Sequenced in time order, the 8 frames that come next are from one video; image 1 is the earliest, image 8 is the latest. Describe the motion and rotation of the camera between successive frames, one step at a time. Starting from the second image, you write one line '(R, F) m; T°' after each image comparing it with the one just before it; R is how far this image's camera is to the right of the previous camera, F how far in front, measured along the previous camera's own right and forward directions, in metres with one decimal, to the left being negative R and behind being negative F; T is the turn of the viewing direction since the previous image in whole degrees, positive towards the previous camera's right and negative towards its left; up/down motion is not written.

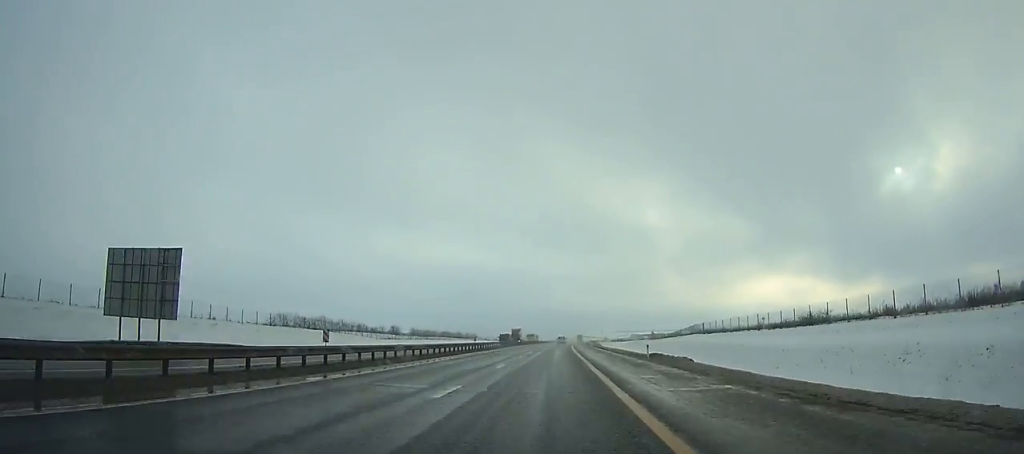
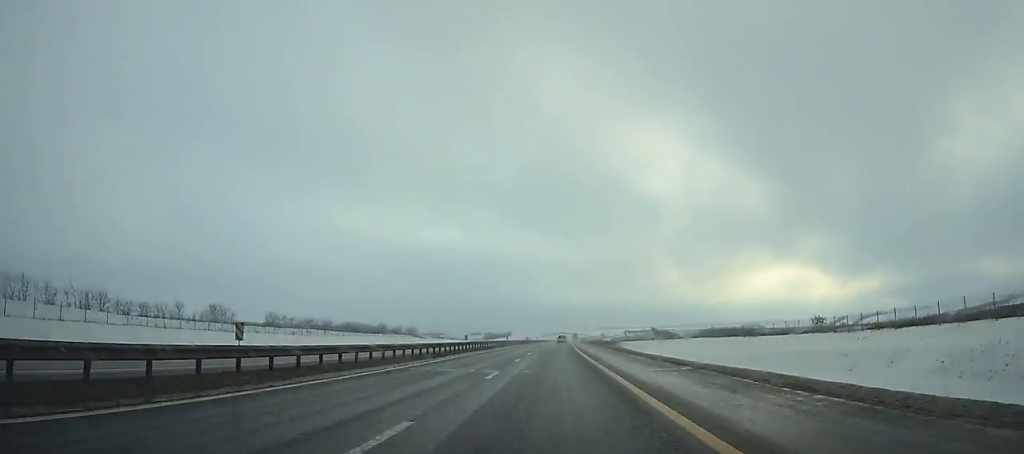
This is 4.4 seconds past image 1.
(+2.5, +127.4) m; +2°
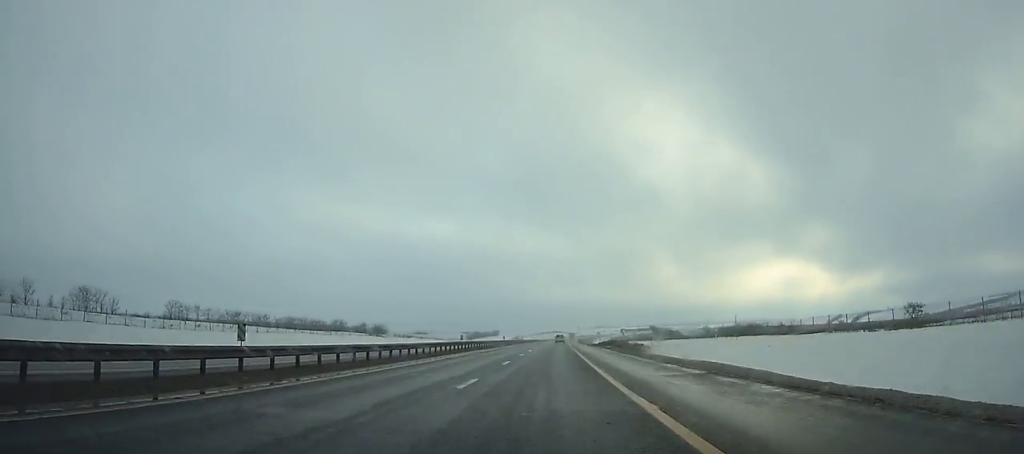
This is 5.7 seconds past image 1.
(+0.3, +38.1) m; +1°
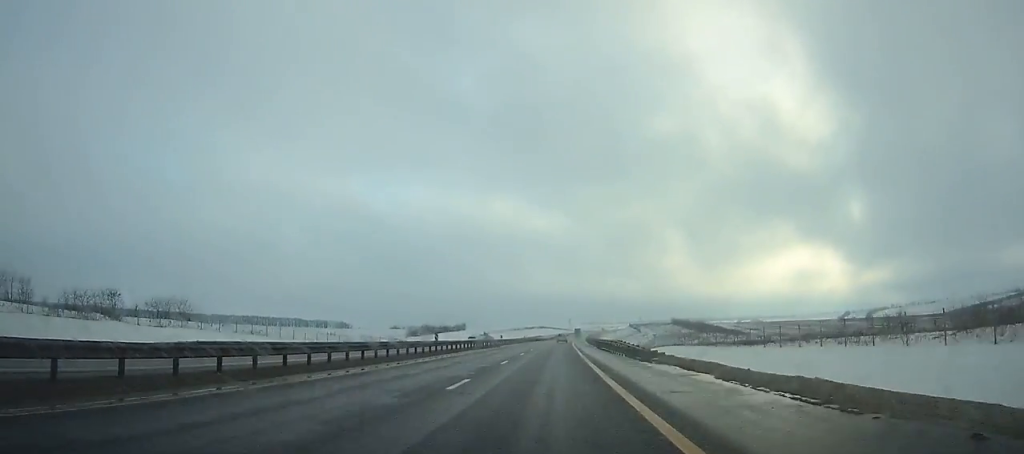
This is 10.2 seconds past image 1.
(+1.5, +131.9) m; +1°
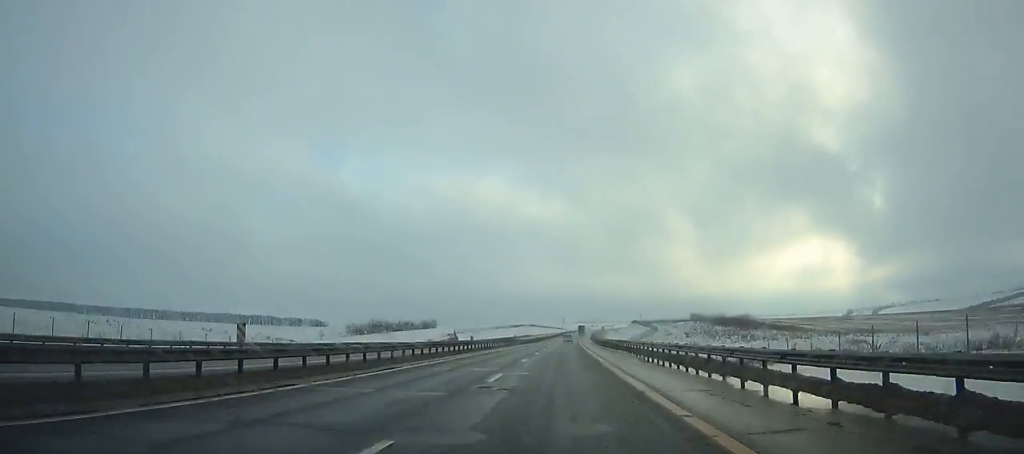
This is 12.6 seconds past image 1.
(+0.2, +70.3) m; +1°
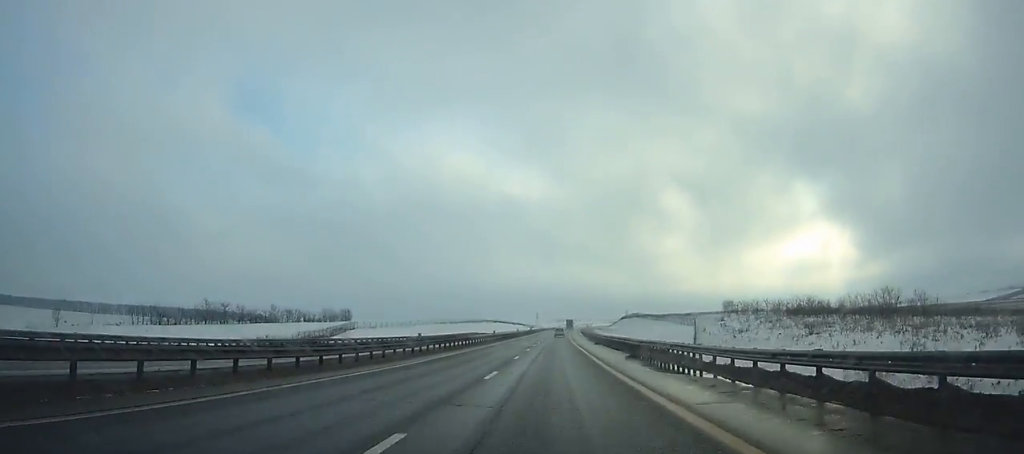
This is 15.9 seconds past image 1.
(+1.9, +96.8) m; +2°
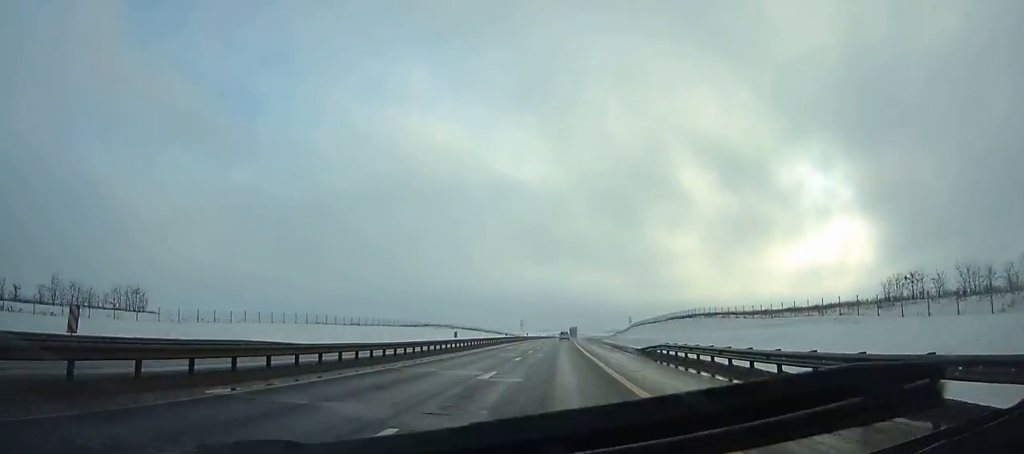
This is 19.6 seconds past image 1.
(+1.3, +108.8) m; +1°
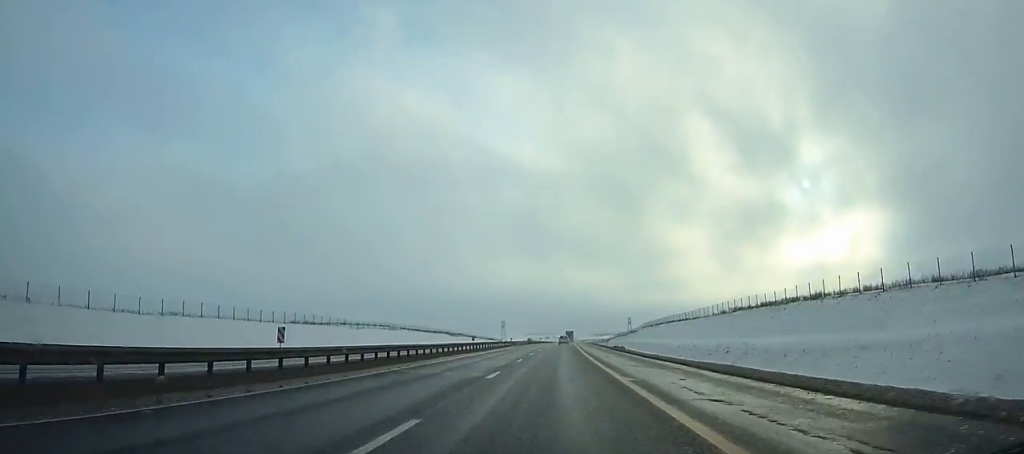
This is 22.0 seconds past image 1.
(+0.4, +70.5) m; +1°
